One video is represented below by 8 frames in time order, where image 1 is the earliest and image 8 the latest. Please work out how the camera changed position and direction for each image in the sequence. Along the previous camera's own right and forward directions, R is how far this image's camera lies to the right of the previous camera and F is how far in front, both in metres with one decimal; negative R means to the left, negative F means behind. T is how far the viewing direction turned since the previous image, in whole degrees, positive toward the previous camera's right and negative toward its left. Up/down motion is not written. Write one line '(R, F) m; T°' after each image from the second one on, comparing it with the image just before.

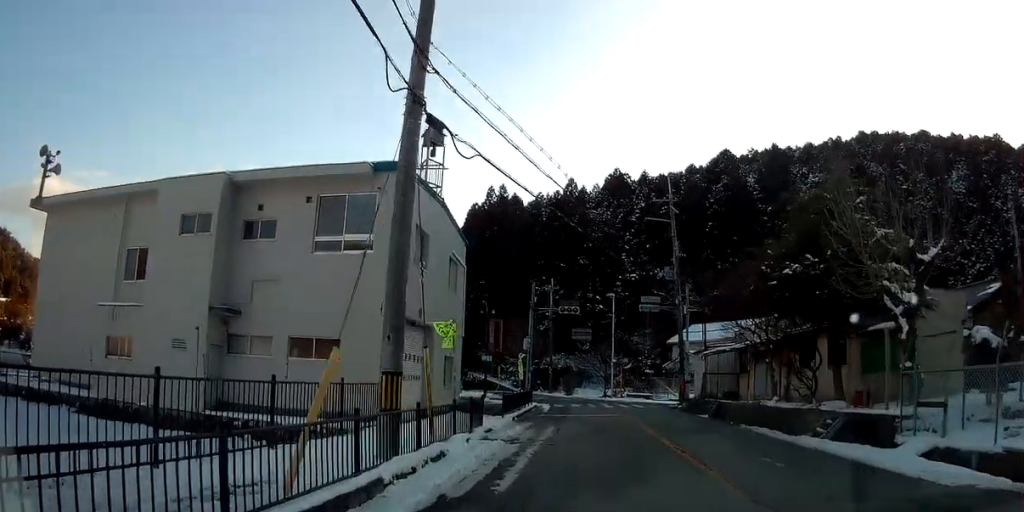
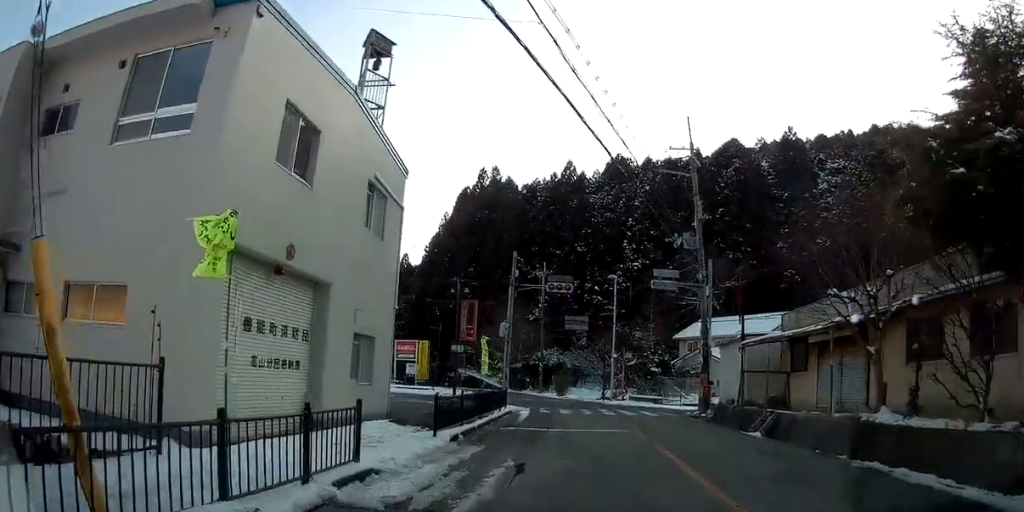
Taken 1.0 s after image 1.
(+0.5, +8.7) m; +2°
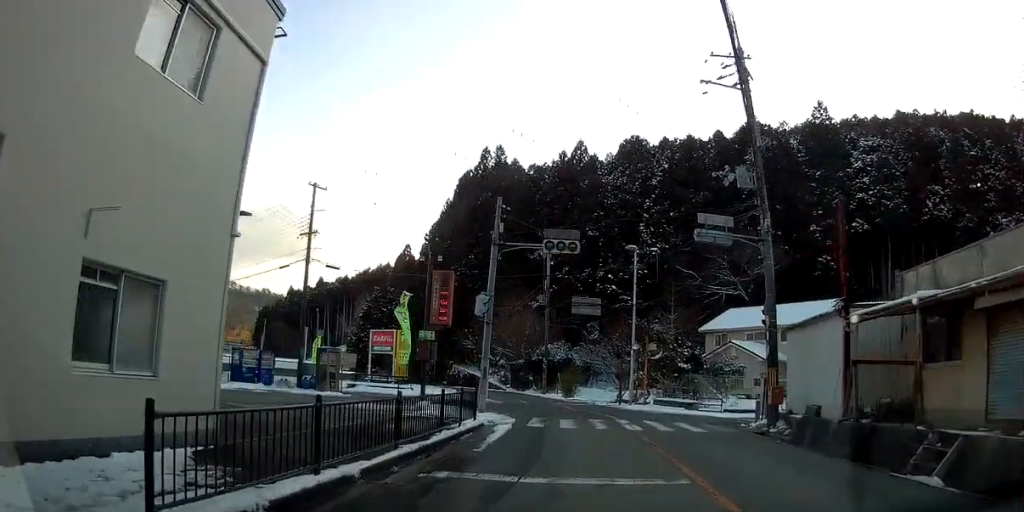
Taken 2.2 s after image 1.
(-0.4, +9.0) m; -5°
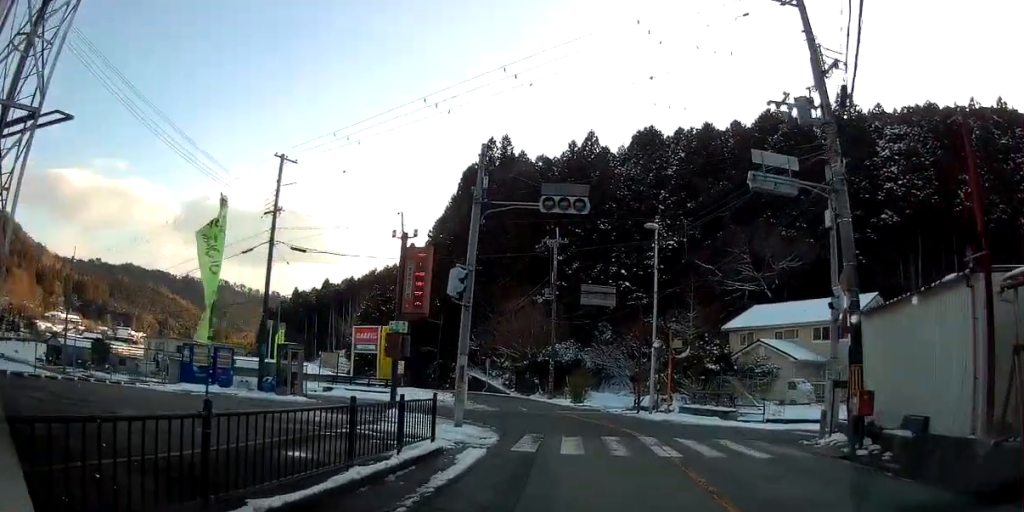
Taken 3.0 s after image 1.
(-0.2, +5.4) m; -2°
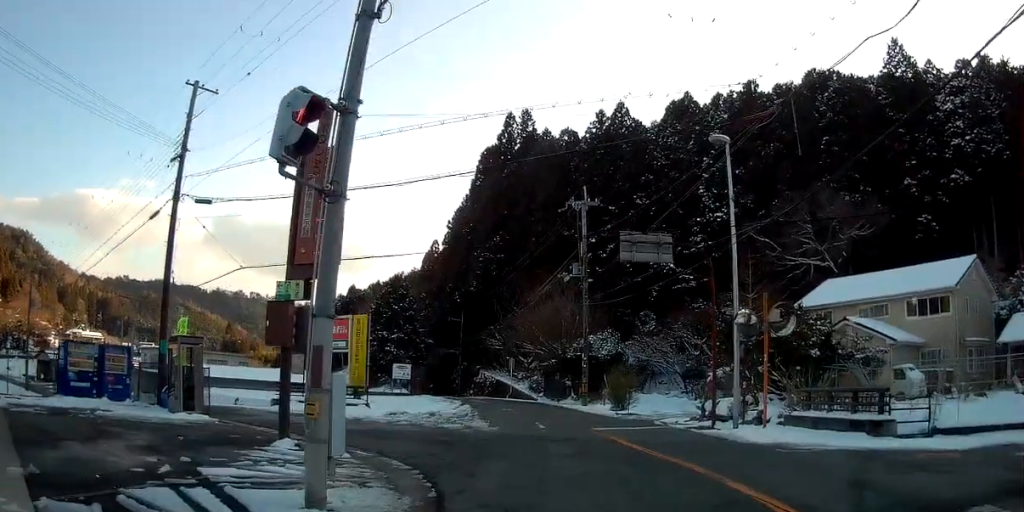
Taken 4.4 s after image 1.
(0.0, +10.1) m; 0°
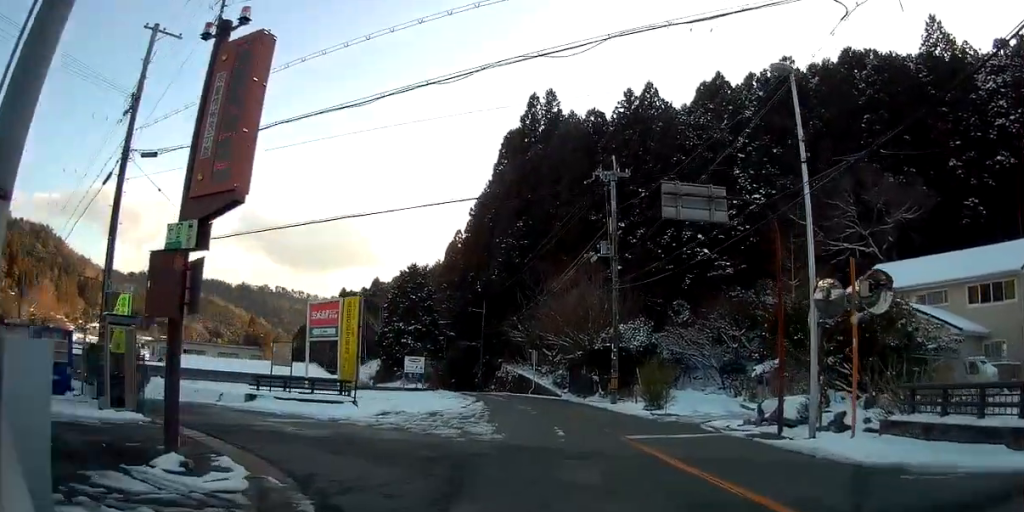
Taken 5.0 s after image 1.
(0.0, +4.5) m; -2°
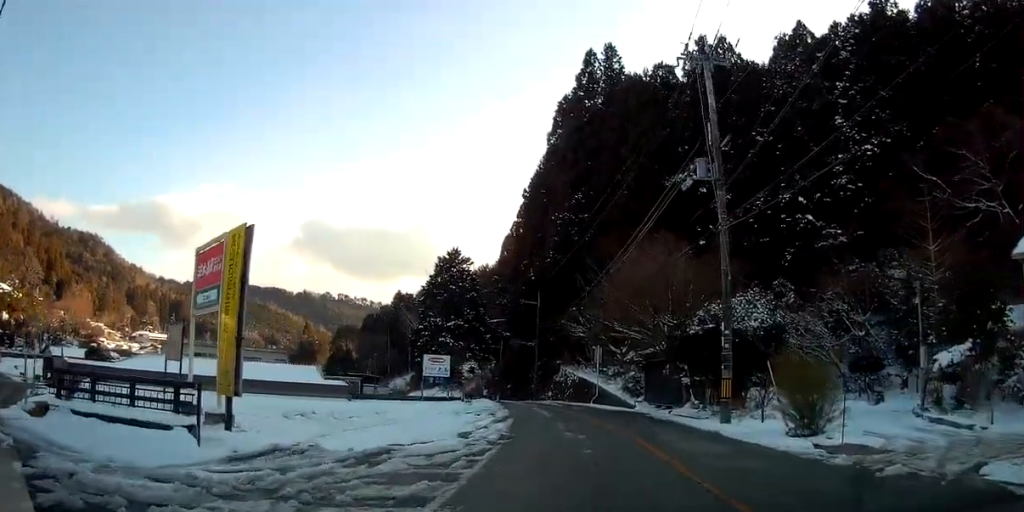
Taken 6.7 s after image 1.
(-1.1, +12.4) m; -10°
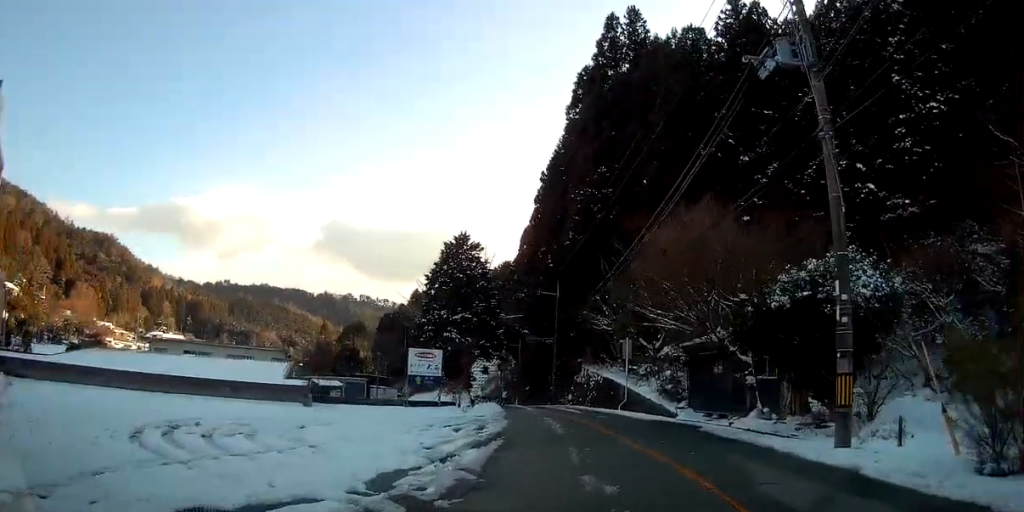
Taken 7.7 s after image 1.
(0.0, +7.1) m; 0°
